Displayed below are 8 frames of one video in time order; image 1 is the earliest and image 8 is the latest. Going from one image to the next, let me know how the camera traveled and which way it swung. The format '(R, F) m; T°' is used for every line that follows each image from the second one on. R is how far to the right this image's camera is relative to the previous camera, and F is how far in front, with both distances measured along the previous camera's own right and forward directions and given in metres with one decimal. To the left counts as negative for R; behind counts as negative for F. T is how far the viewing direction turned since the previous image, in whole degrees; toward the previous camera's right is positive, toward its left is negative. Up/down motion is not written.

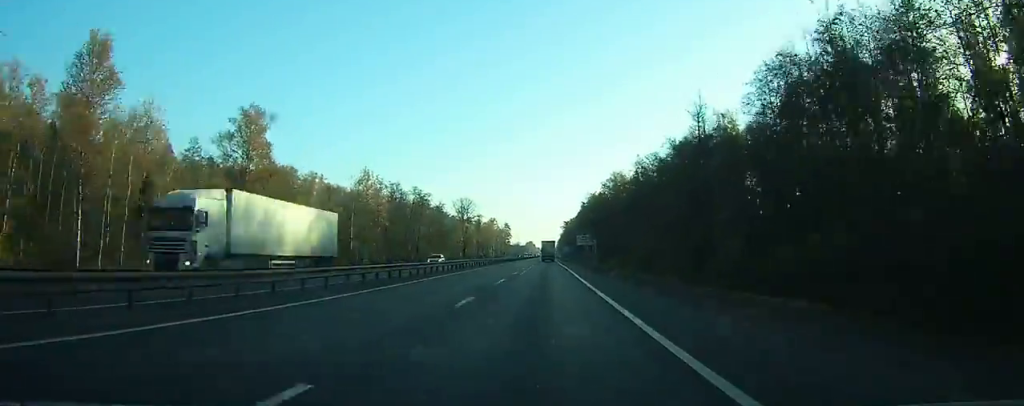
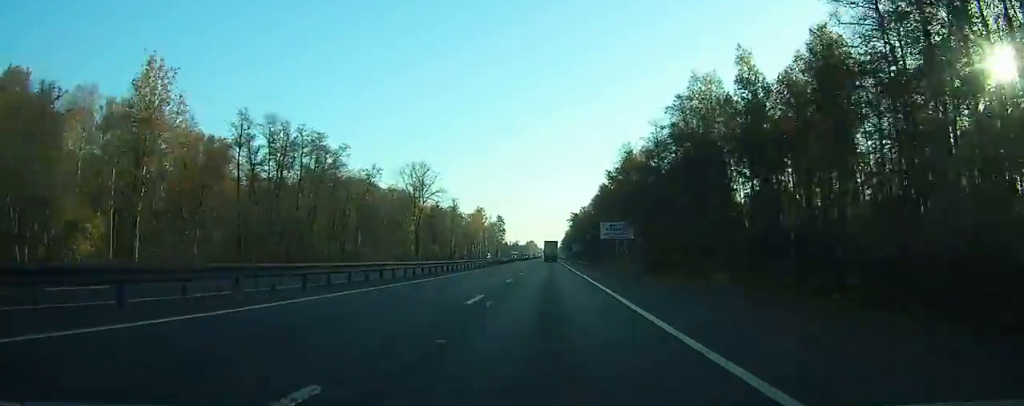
(-0.3, +71.6) m; 0°
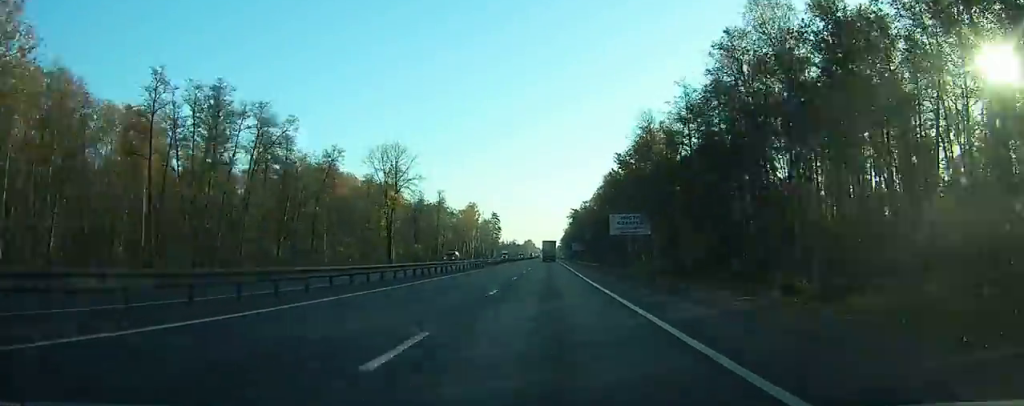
(0.0, +19.6) m; 0°
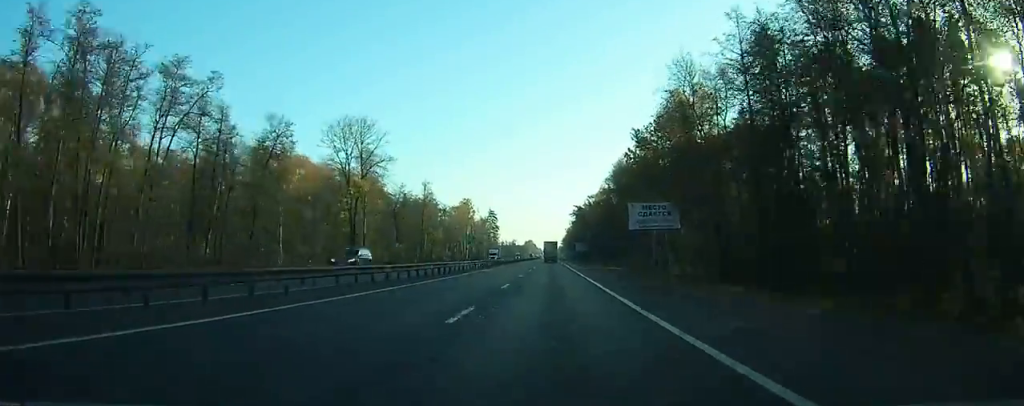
(0.0, +19.6) m; 0°
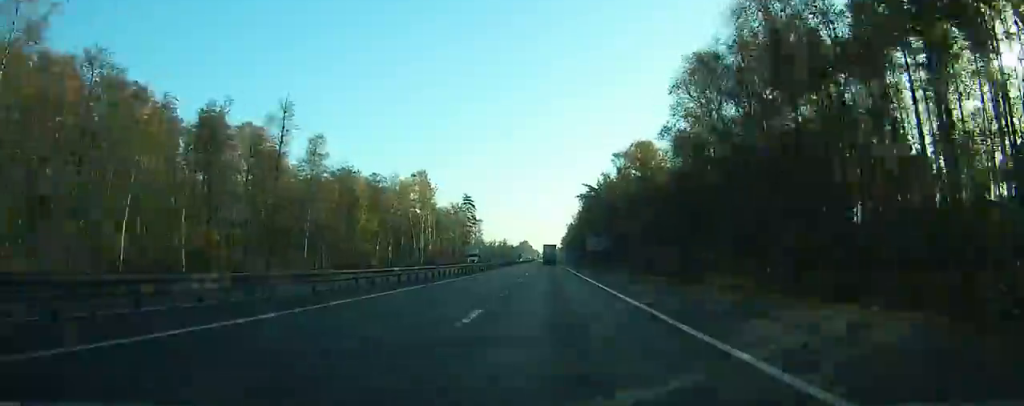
(-0.2, +72.7) m; 0°
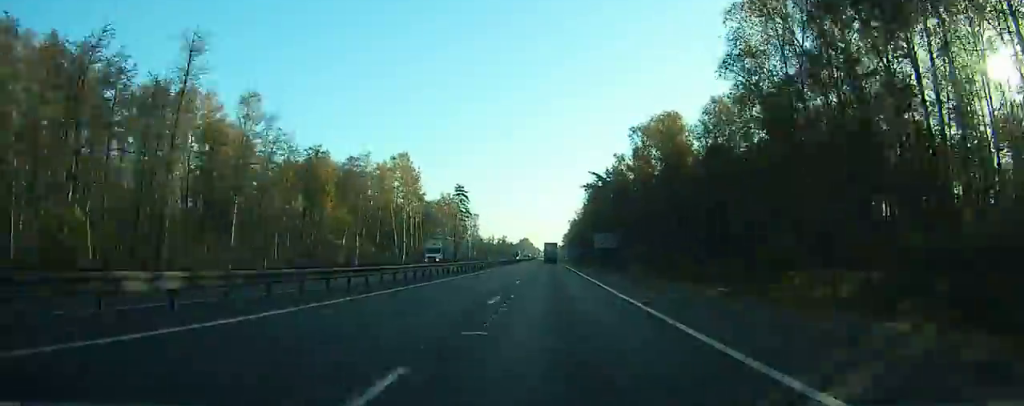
(+0.1, +19.1) m; 0°
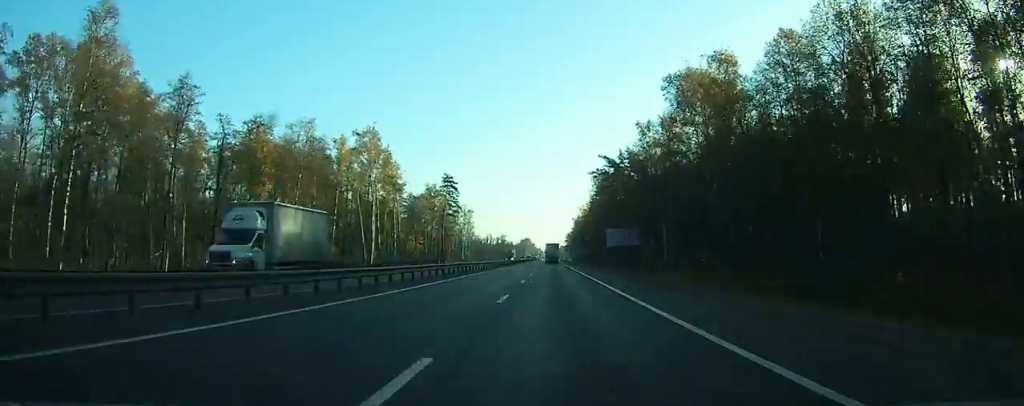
(0.0, +23.3) m; 0°
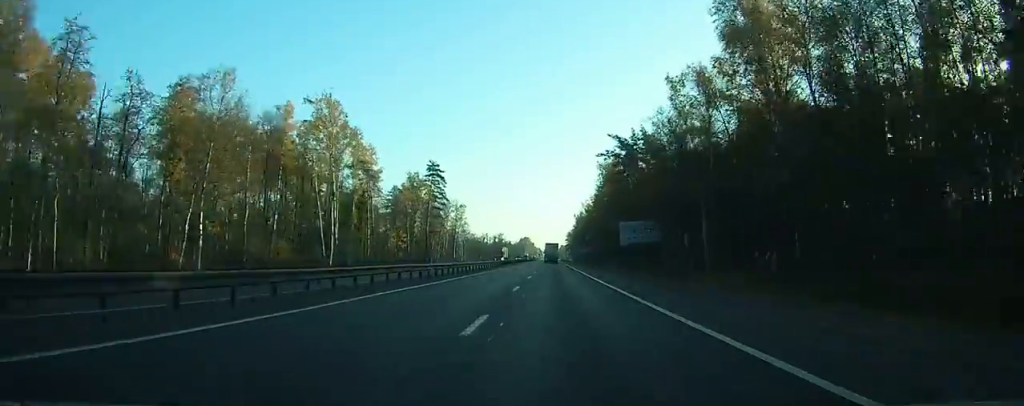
(0.0, +18.9) m; 0°
